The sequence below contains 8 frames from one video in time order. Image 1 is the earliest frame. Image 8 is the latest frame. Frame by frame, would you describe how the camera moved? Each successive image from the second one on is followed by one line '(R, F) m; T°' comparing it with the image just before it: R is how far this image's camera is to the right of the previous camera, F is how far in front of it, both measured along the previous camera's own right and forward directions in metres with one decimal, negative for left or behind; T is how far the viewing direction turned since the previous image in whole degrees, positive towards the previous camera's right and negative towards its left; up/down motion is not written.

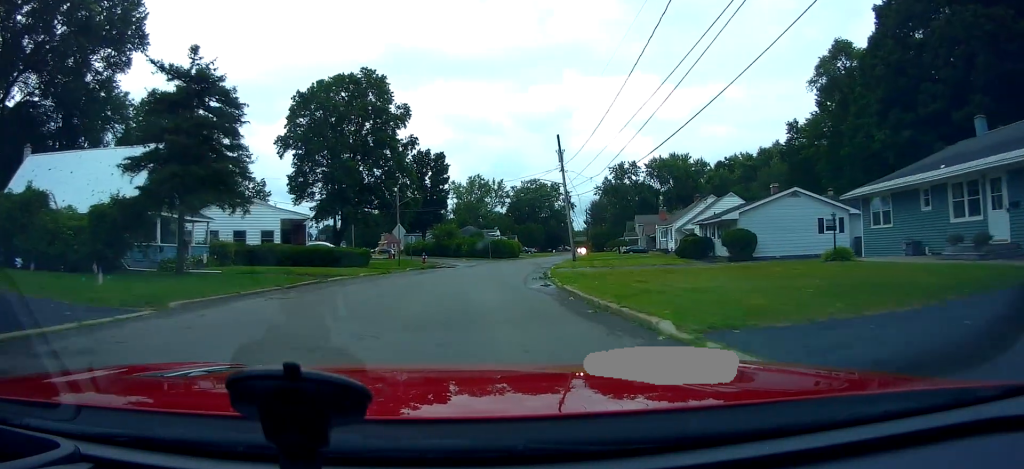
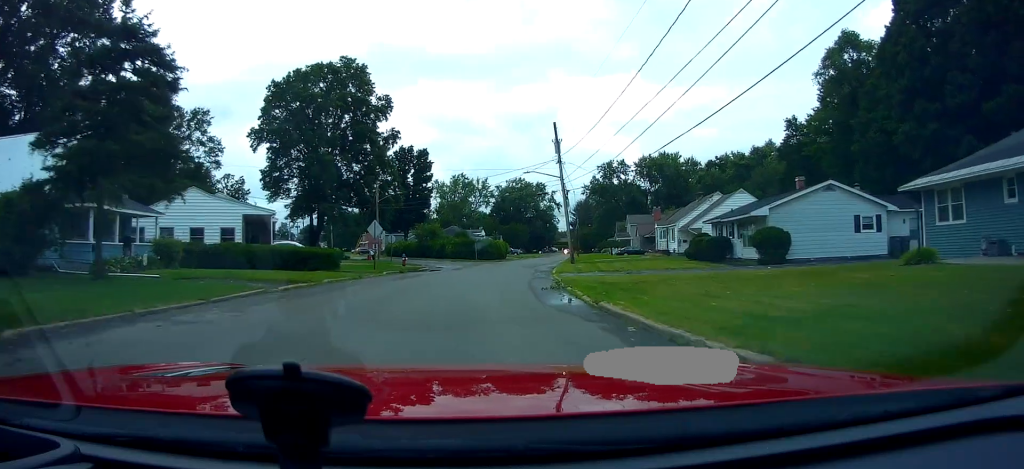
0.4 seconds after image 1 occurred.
(0.0, +5.1) m; +2°
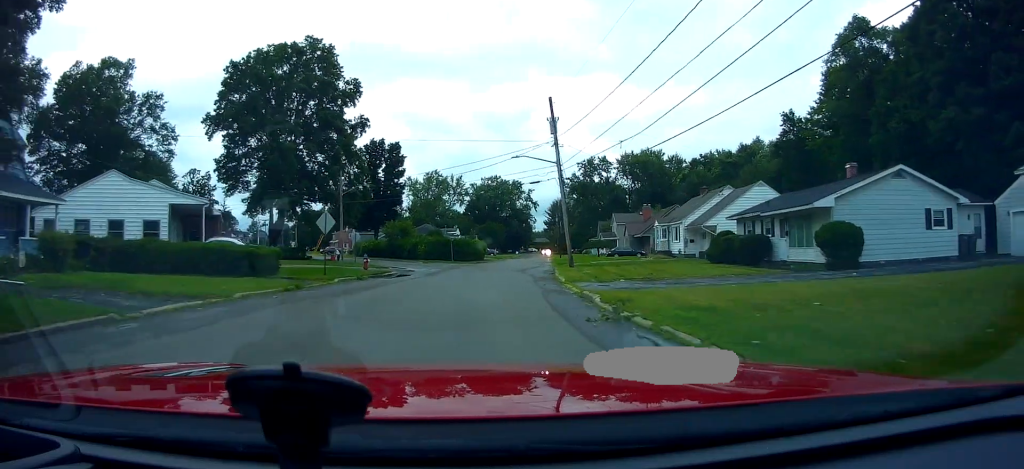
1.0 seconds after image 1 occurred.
(-0.1, +7.2) m; +2°
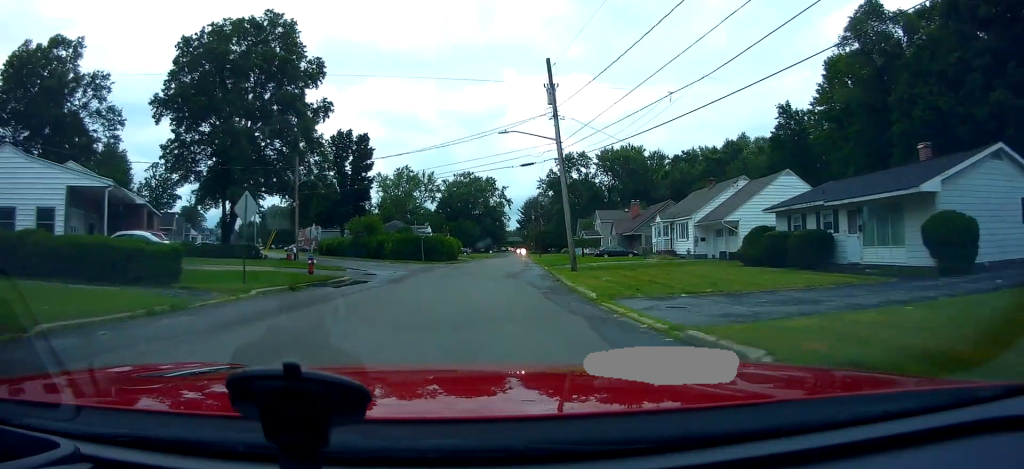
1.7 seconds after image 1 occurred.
(+0.4, +7.4) m; +4°
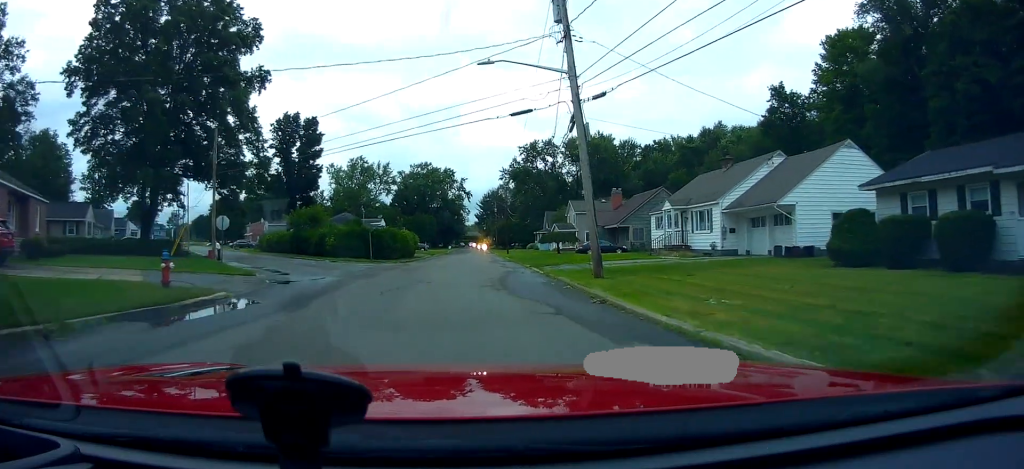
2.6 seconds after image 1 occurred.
(+0.6, +10.4) m; +4°
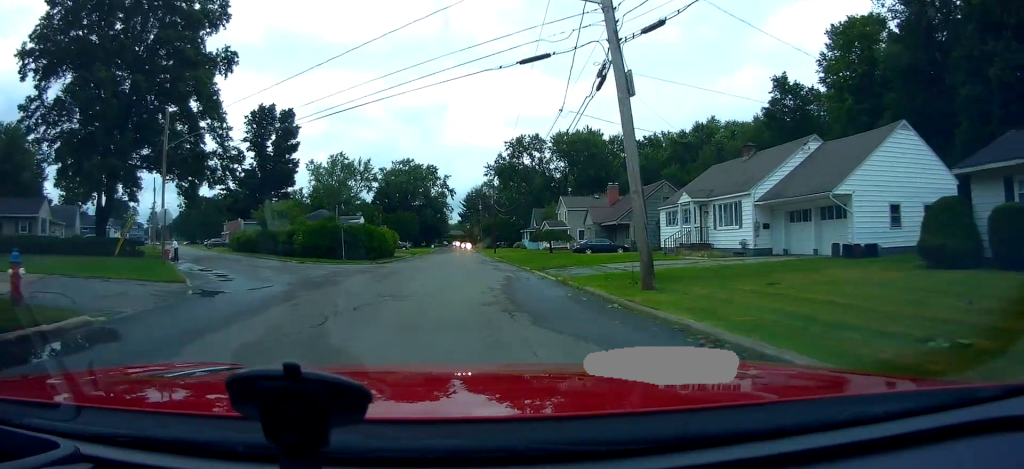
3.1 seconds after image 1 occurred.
(+0.3, +5.6) m; +1°
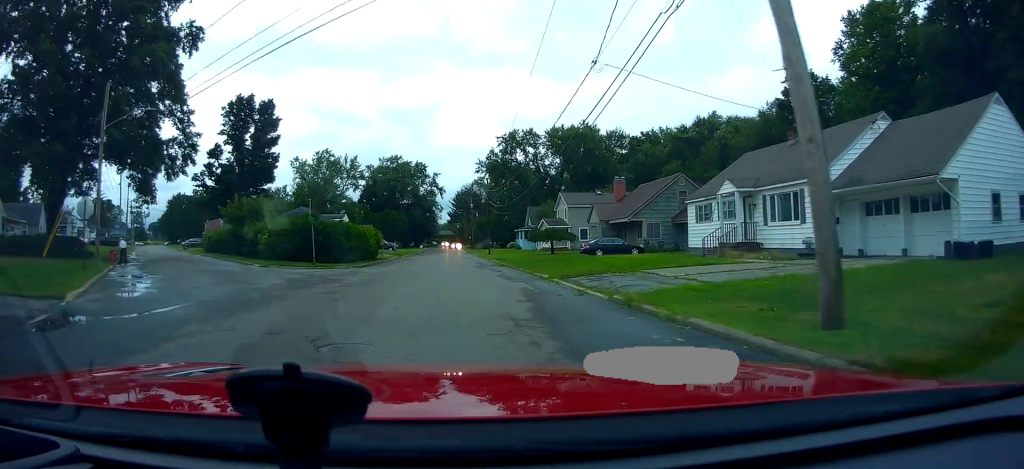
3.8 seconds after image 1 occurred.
(-0.3, +6.1) m; -1°
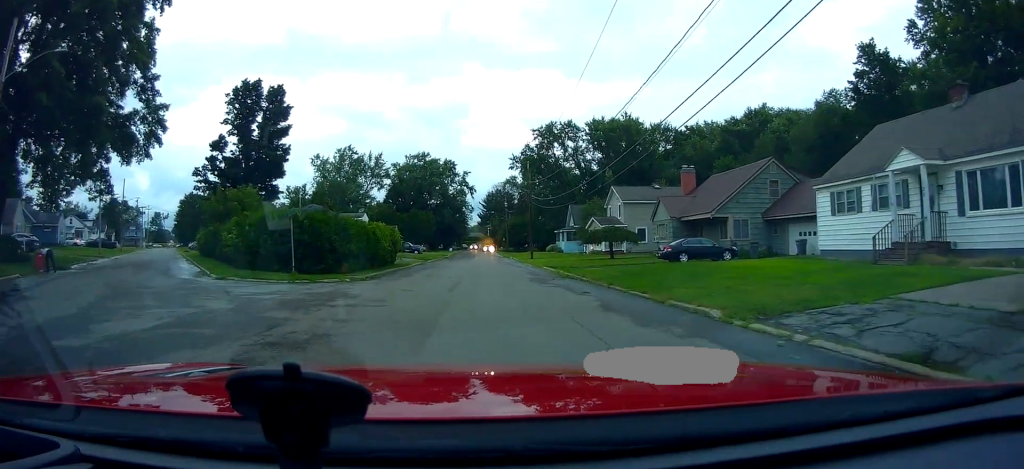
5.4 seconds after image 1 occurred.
(+0.3, +10.4) m; +3°
